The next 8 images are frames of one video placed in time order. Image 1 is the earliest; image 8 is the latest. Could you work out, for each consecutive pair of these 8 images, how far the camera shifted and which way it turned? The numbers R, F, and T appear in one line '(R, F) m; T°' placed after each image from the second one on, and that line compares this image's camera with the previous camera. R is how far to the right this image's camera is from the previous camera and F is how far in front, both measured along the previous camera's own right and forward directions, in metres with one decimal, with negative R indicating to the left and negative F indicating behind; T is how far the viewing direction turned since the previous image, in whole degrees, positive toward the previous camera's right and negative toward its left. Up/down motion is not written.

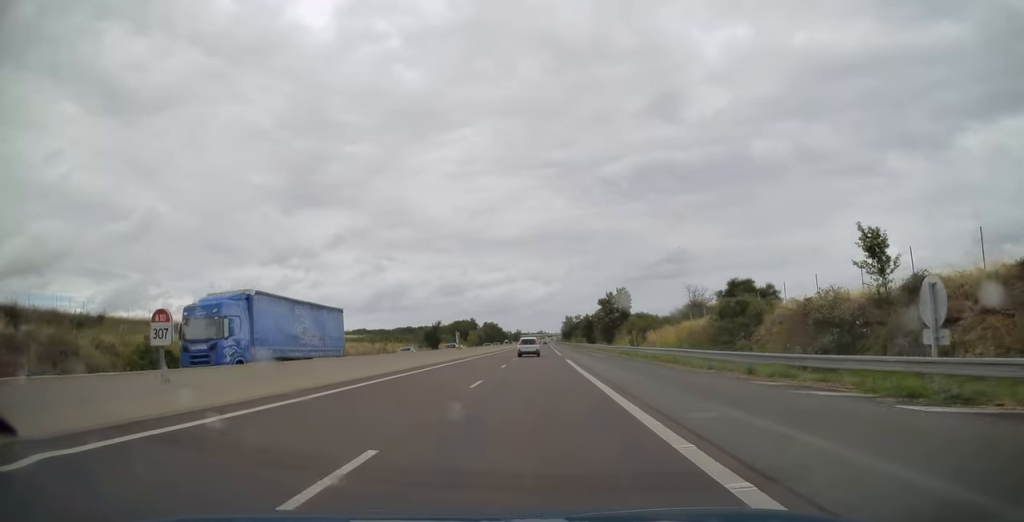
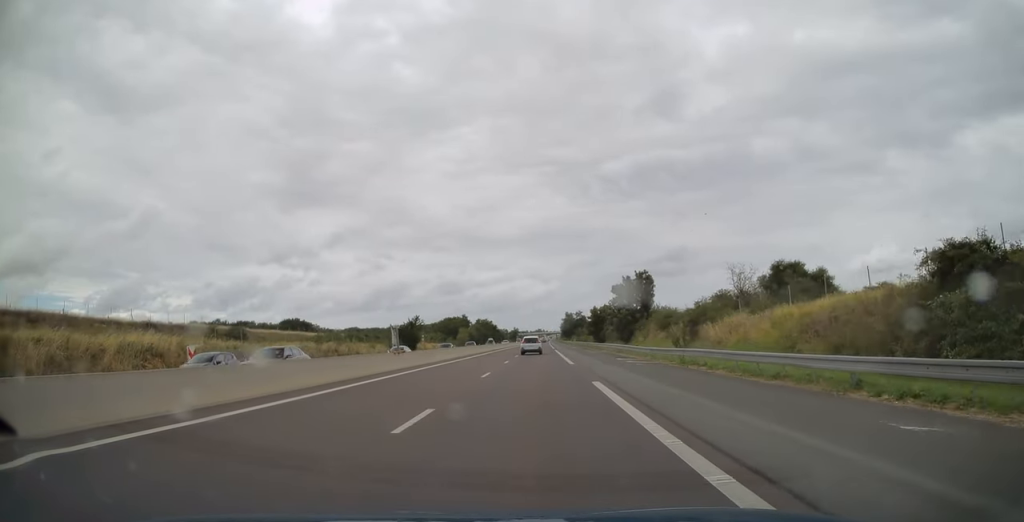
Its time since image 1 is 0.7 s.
(0.0, +21.6) m; 0°
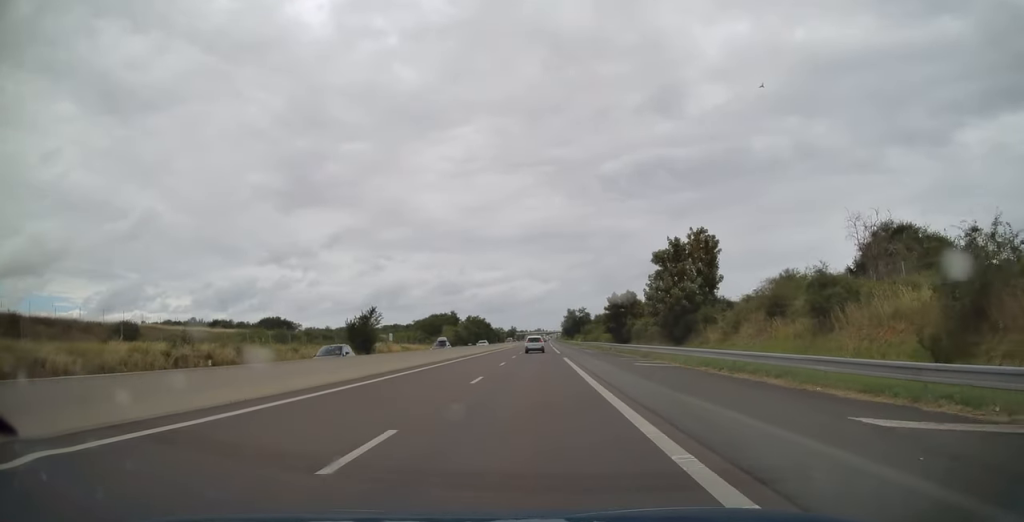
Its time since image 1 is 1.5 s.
(+0.1, +28.7) m; +1°
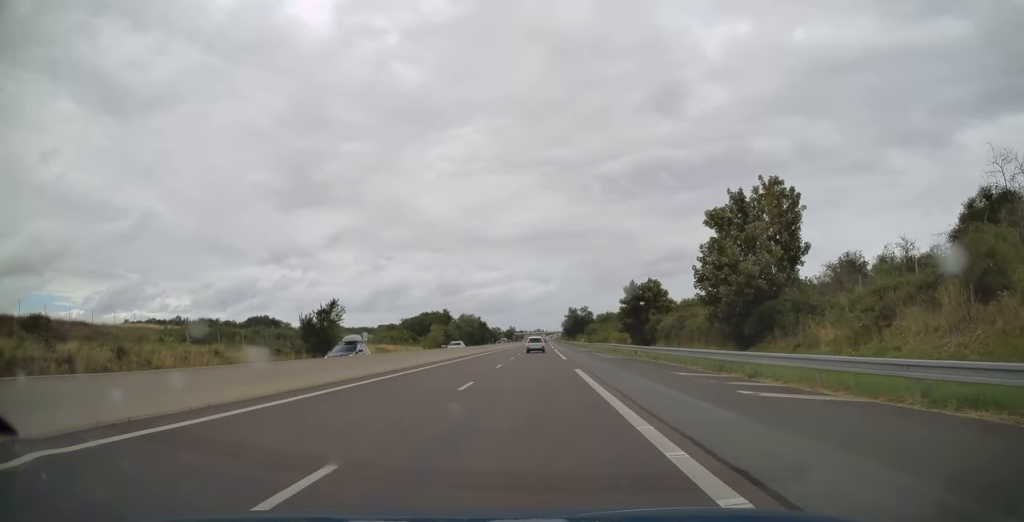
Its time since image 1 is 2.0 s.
(+0.1, +15.7) m; 0°
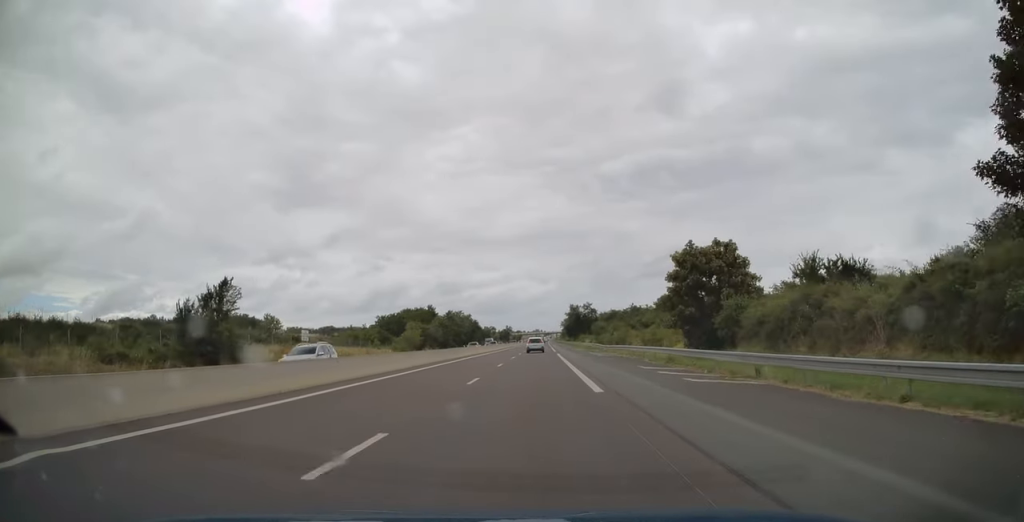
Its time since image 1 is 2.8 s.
(0.0, +23.8) m; 0°
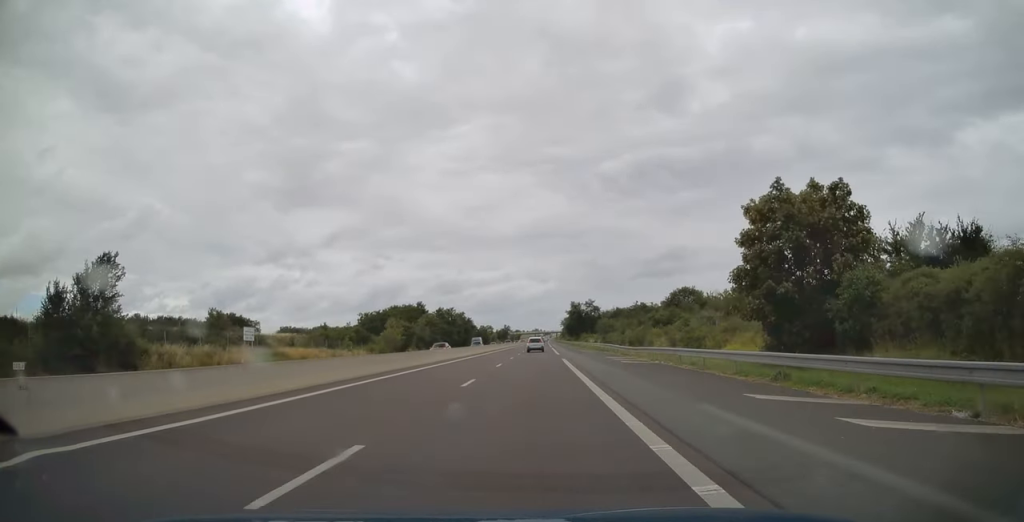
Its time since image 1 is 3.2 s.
(-0.1, +14.1) m; 0°
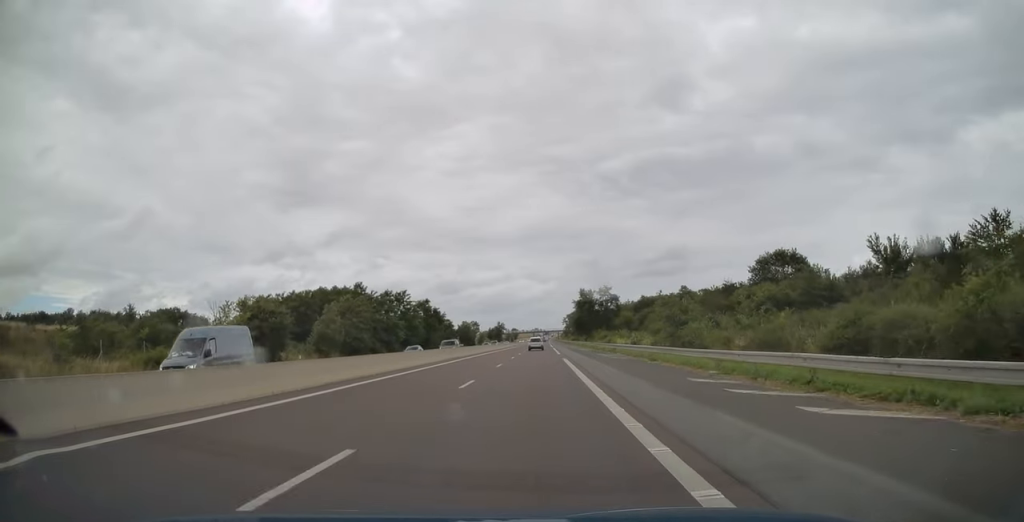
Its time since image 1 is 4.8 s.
(+0.2, +52.4) m; 0°
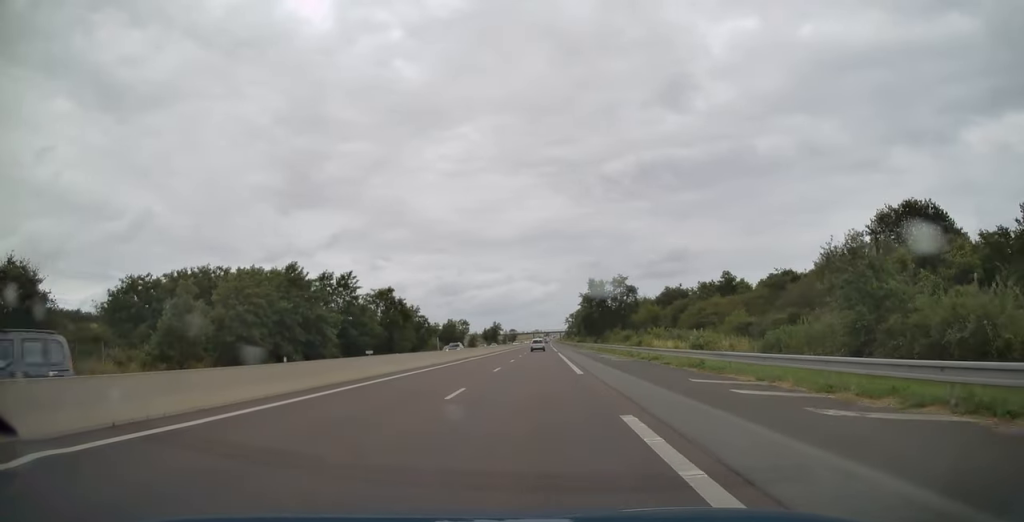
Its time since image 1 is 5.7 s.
(-0.1, +29.2) m; 0°
